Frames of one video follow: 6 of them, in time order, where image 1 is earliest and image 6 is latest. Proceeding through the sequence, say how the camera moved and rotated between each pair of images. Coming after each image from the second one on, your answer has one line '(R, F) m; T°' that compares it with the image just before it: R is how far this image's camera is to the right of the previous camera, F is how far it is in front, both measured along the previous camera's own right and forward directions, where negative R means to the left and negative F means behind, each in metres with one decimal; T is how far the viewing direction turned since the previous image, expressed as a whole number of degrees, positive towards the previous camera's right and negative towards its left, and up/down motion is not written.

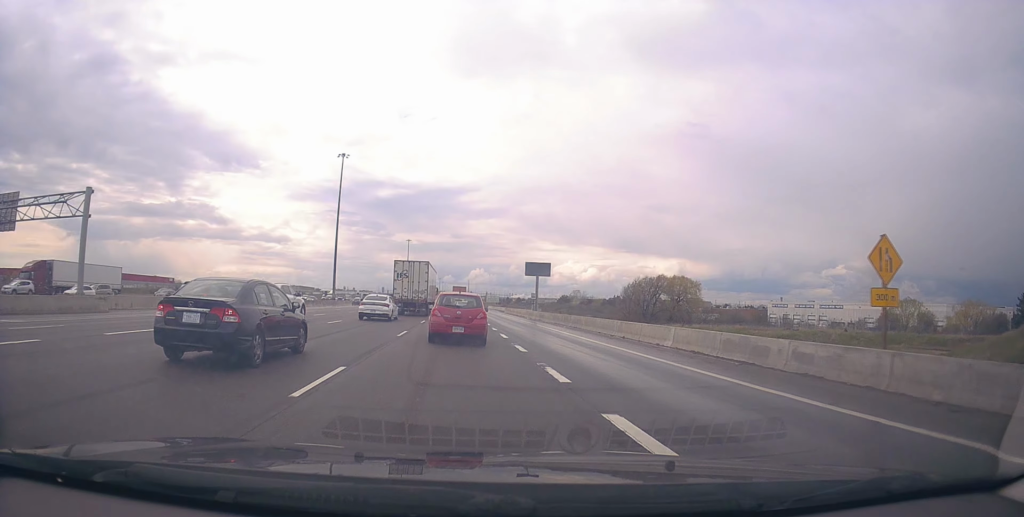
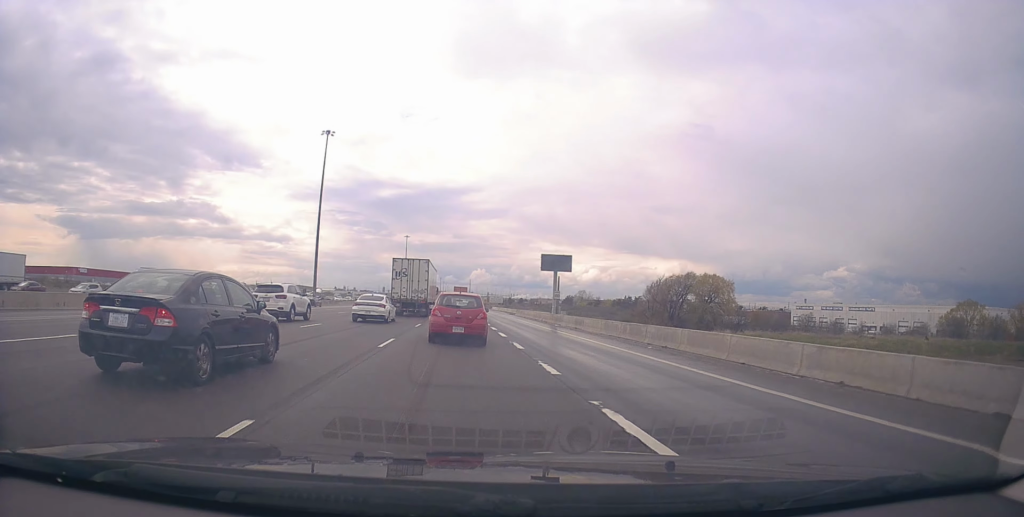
(-0.1, +16.2) m; -1°
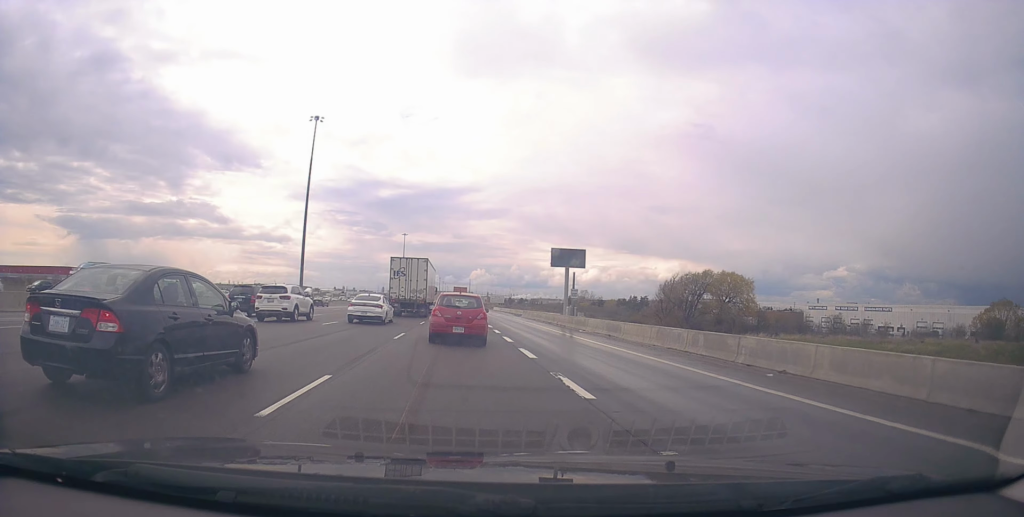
(-0.1, +8.6) m; 0°
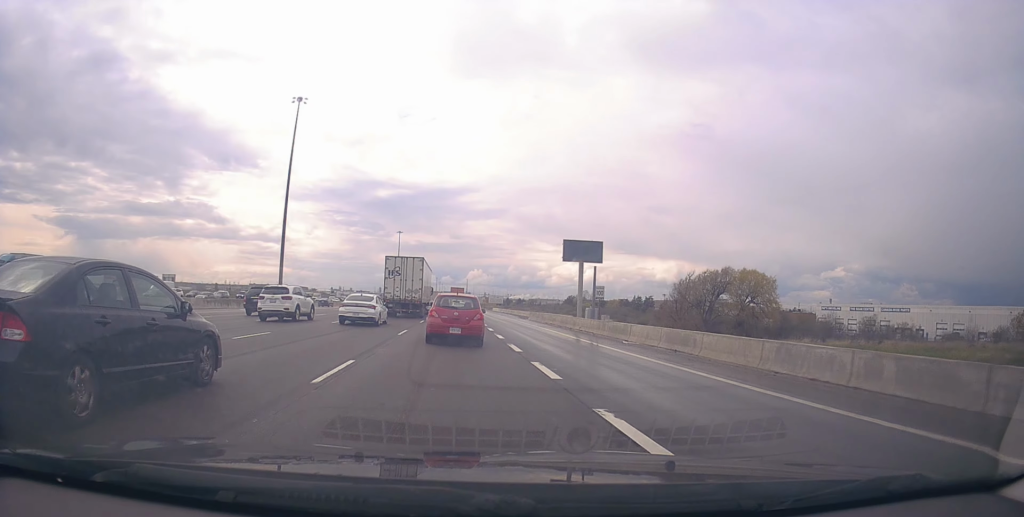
(-0.3, +9.5) m; +1°
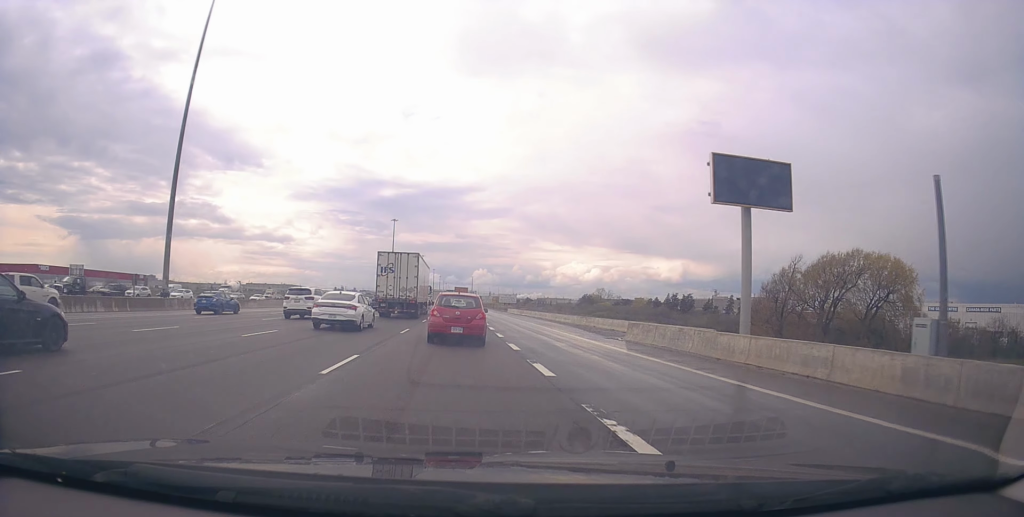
(+1.1, +34.8) m; 0°
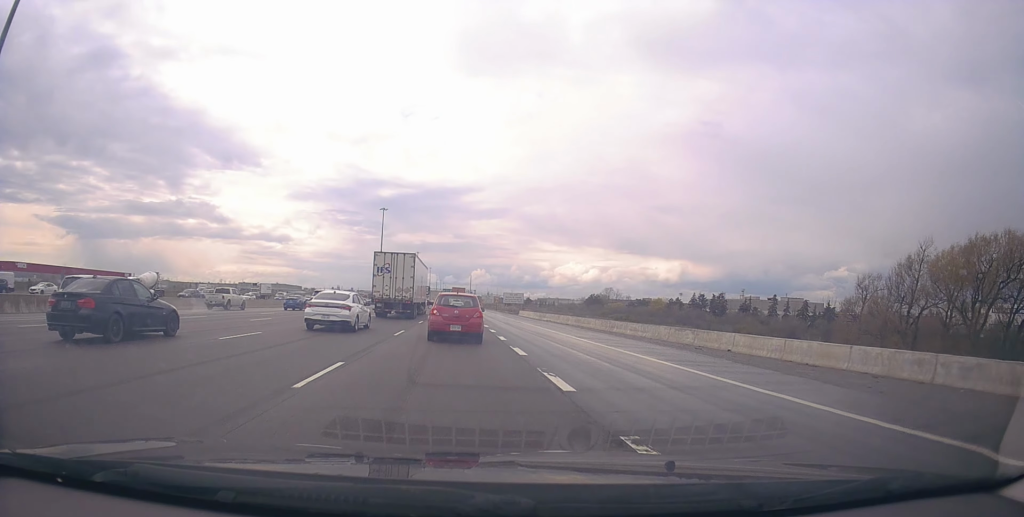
(-0.7, +25.5) m; -3°
